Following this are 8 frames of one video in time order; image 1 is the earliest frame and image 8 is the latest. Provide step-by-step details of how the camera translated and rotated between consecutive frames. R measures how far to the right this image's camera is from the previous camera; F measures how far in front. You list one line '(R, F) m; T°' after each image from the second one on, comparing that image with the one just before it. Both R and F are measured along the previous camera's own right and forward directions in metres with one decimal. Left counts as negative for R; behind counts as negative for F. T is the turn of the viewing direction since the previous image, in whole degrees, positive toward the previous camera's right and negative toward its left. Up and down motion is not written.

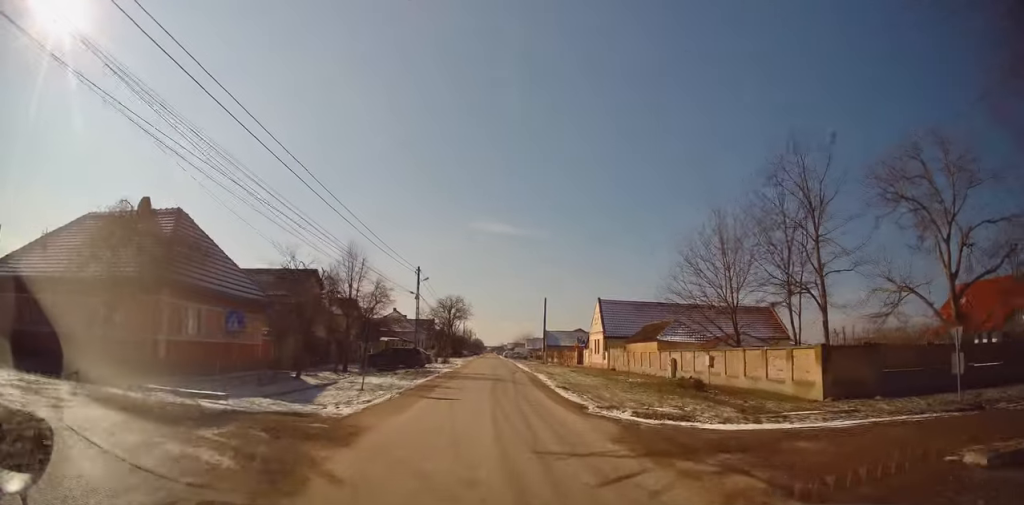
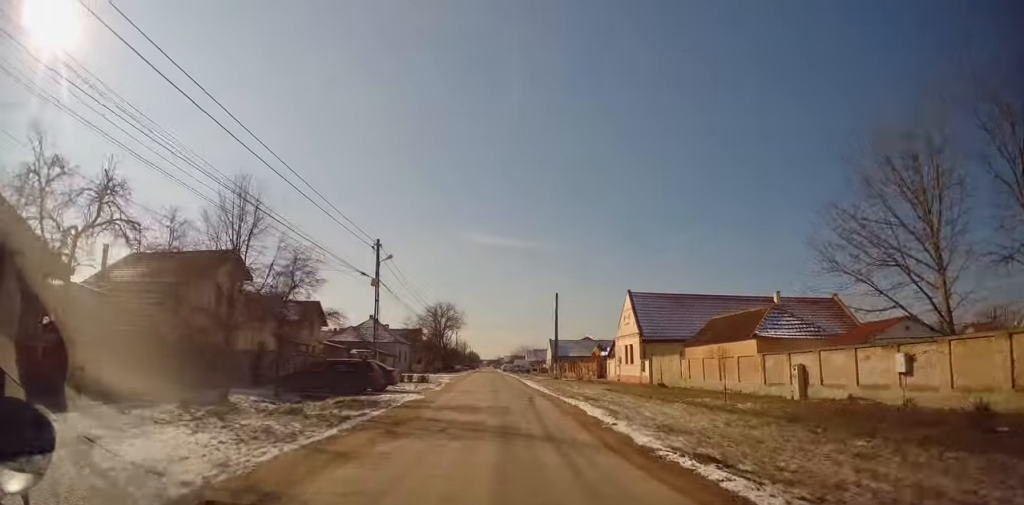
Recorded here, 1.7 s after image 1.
(+0.2, +16.2) m; 0°
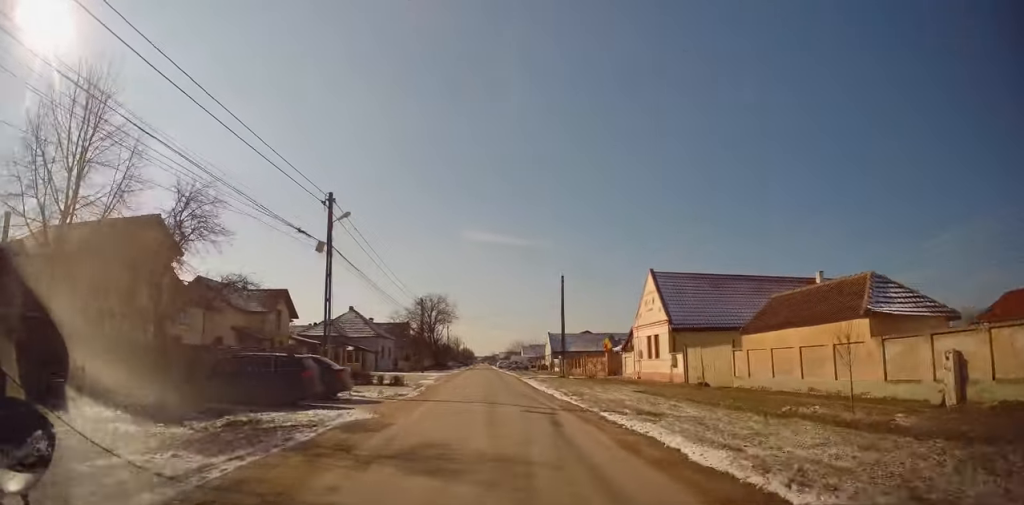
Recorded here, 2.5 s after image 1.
(-0.1, +7.7) m; 0°
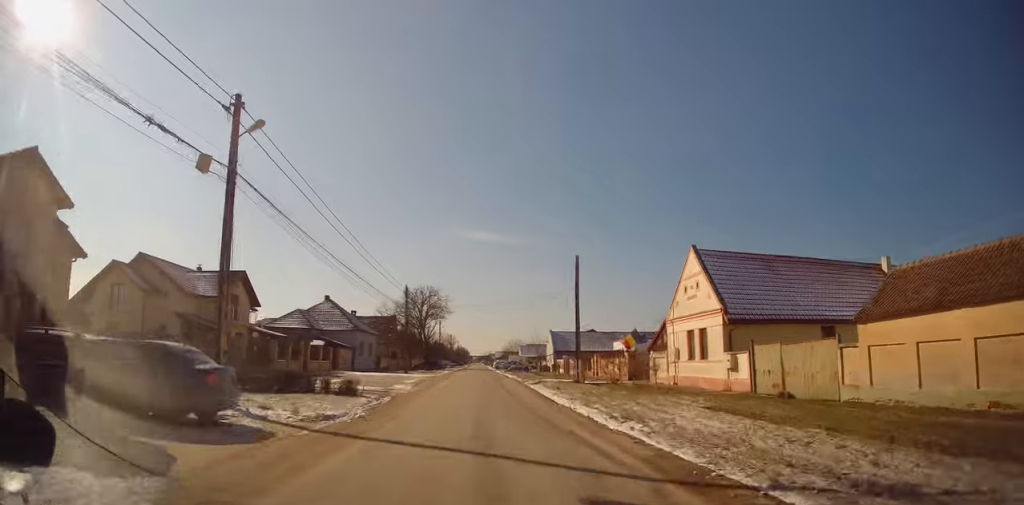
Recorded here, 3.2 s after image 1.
(-0.3, +8.2) m; +2°
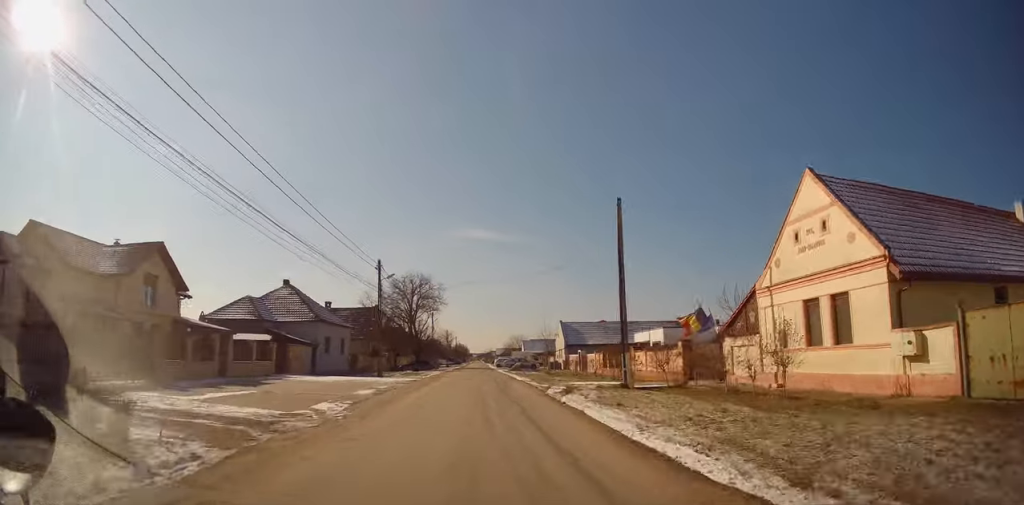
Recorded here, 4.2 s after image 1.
(+0.8, +11.7) m; +1°
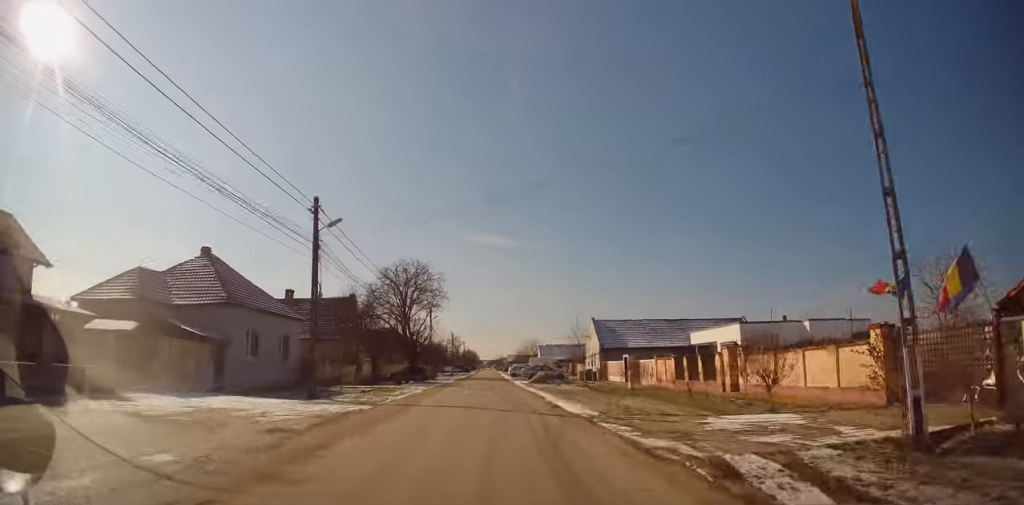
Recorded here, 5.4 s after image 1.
(-0.7, +15.5) m; -3°
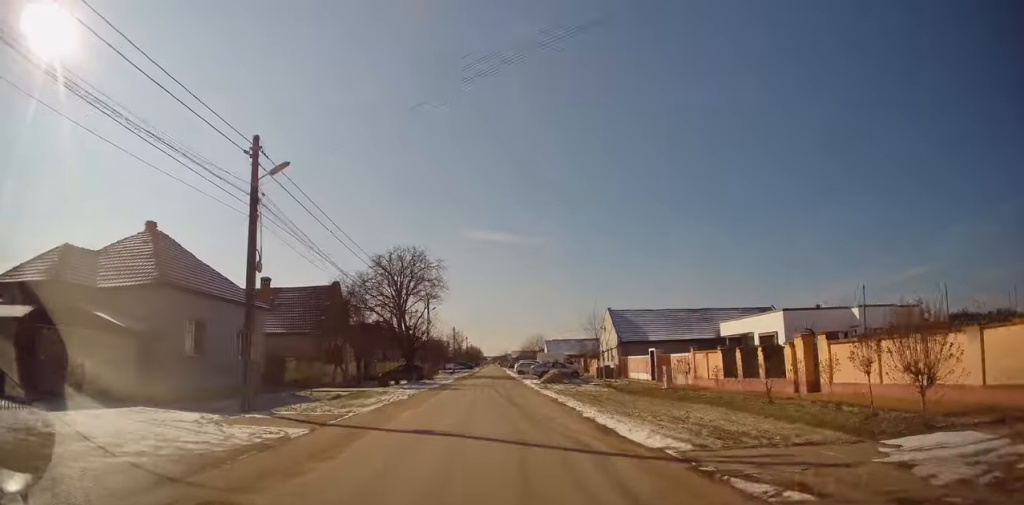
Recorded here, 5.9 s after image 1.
(+0.1, +6.3) m; -1°
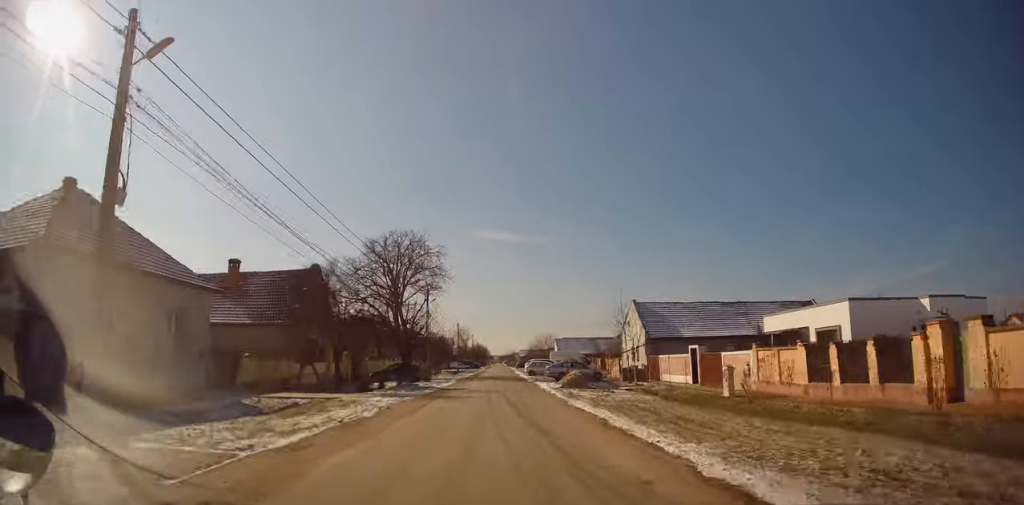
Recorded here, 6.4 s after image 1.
(0.0, +6.9) m; -1°
